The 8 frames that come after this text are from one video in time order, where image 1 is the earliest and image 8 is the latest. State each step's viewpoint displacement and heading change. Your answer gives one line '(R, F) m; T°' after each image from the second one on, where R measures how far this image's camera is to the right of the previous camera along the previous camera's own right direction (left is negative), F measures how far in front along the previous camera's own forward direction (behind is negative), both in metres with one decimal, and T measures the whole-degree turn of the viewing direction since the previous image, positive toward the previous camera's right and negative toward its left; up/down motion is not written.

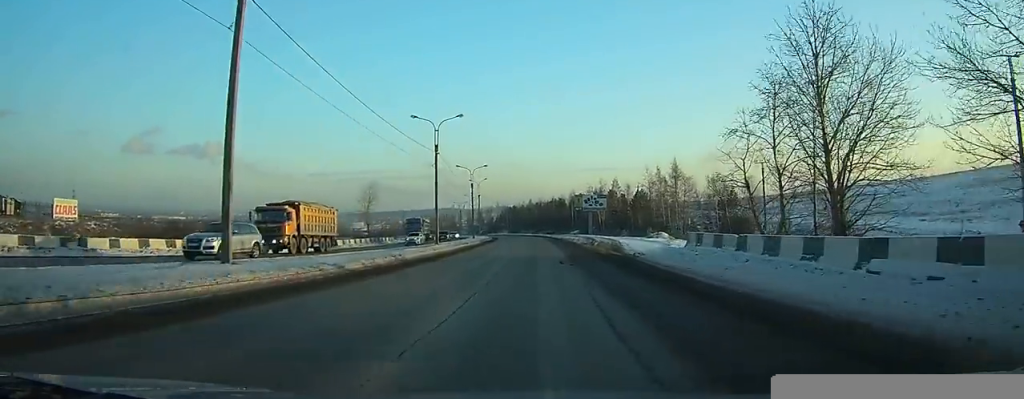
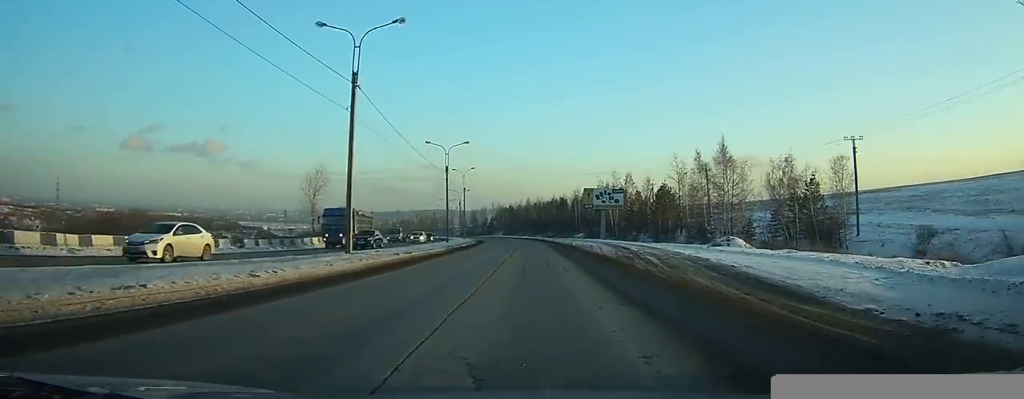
(+0.2, +23.1) m; +1°
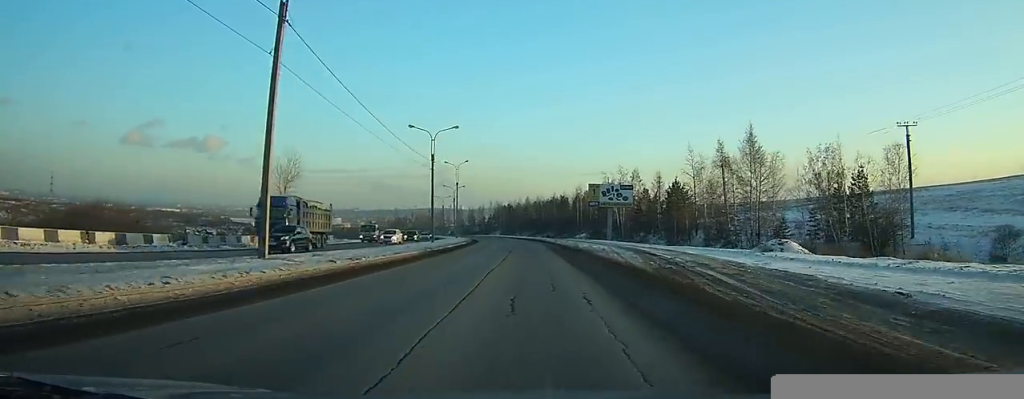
(0.0, +8.6) m; 0°
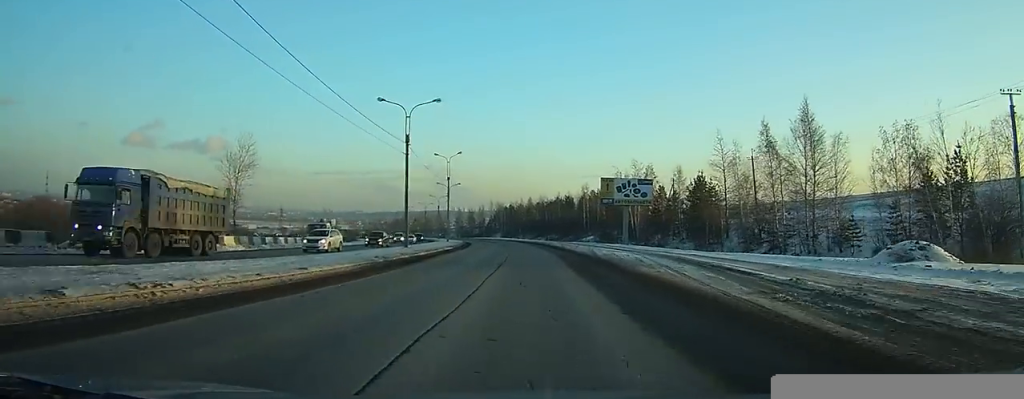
(0.0, +11.7) m; 0°
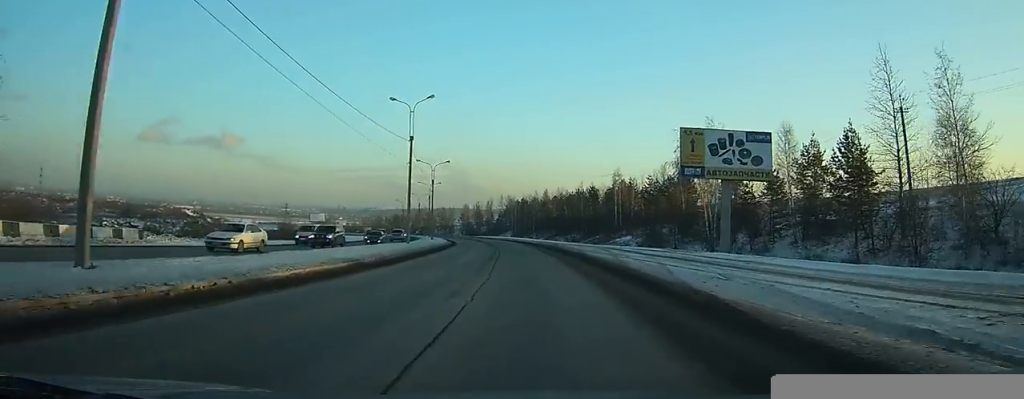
(-0.2, +31.6) m; -1°
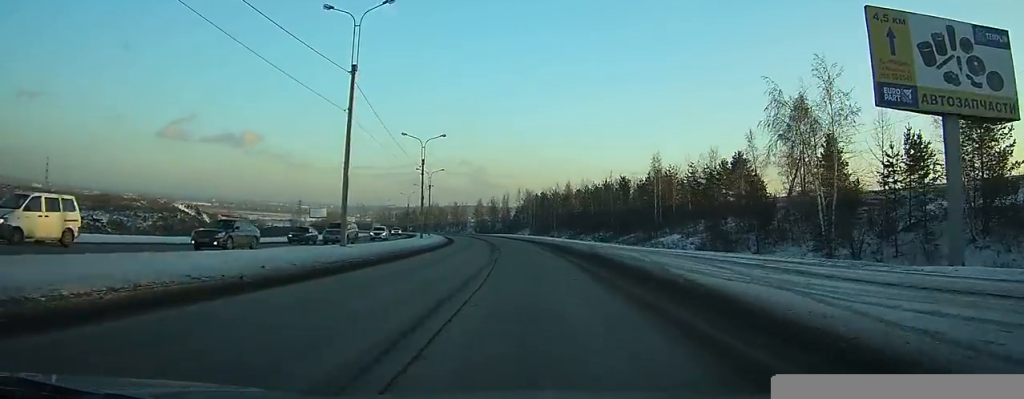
(-0.1, +19.9) m; -1°
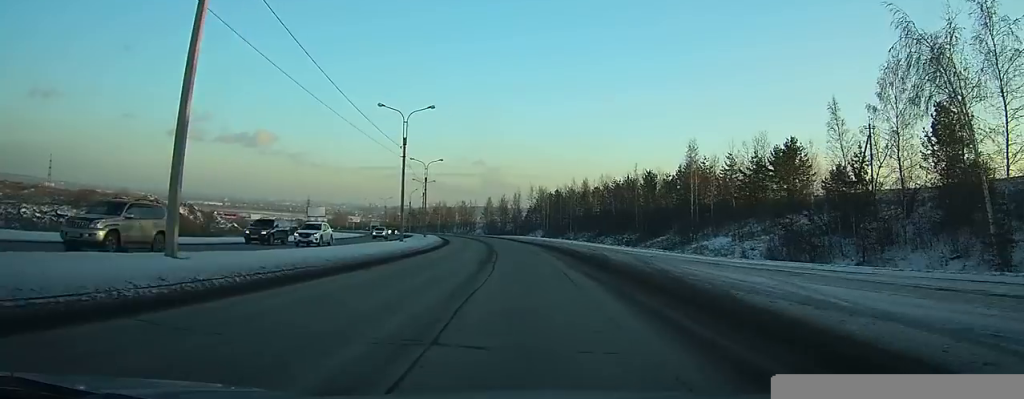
(-0.1, +14.3) m; -1°
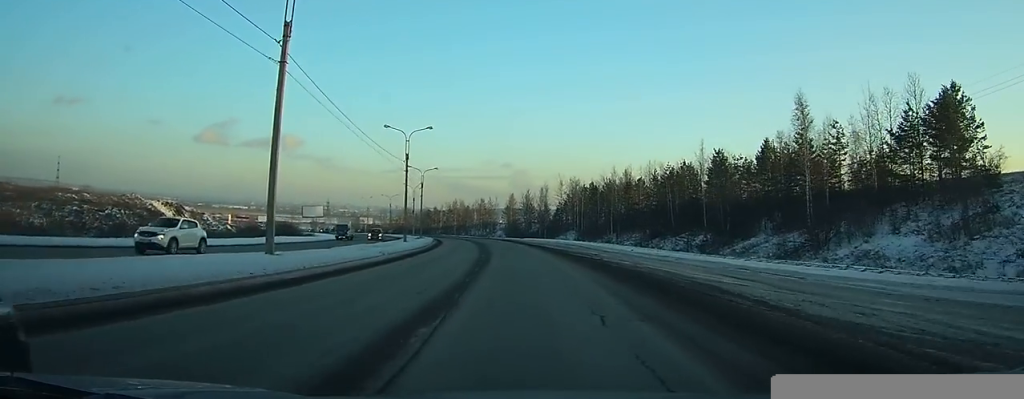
(-0.6, +26.7) m; -3°
